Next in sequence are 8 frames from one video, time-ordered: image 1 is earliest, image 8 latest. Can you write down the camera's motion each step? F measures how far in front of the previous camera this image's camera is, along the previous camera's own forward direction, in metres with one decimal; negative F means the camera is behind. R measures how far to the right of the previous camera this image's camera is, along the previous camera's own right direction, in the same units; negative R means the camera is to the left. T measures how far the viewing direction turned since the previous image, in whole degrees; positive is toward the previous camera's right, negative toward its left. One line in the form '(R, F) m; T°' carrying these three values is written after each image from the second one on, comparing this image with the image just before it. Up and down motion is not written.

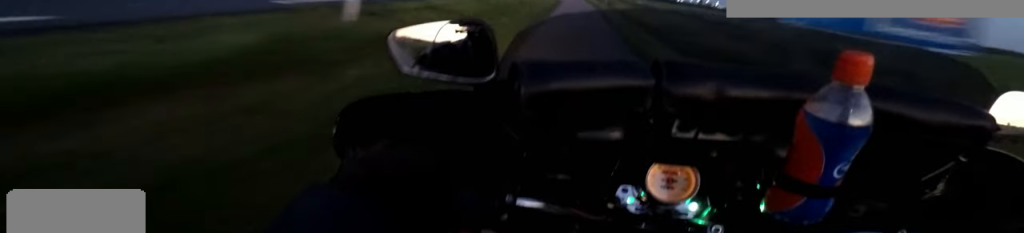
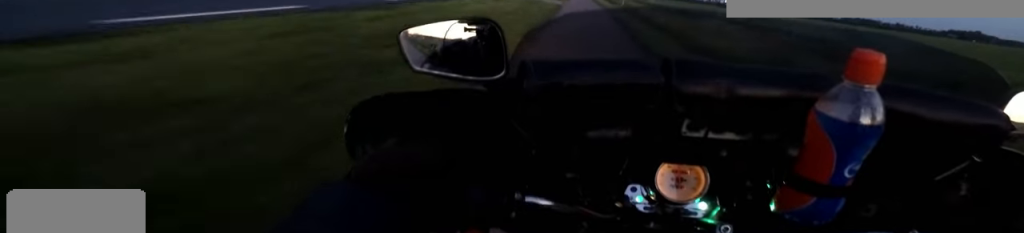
(+0.1, +8.8) m; 0°
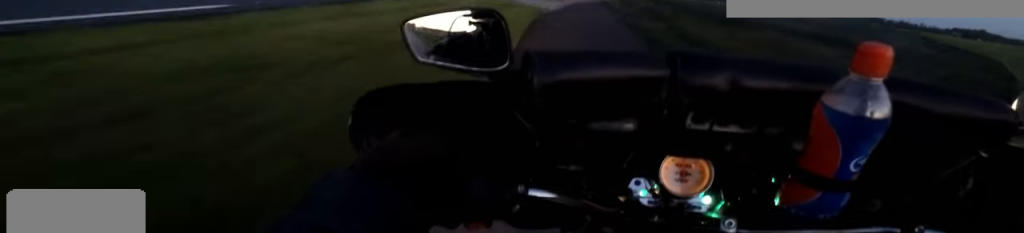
(+0.3, +7.6) m; +1°
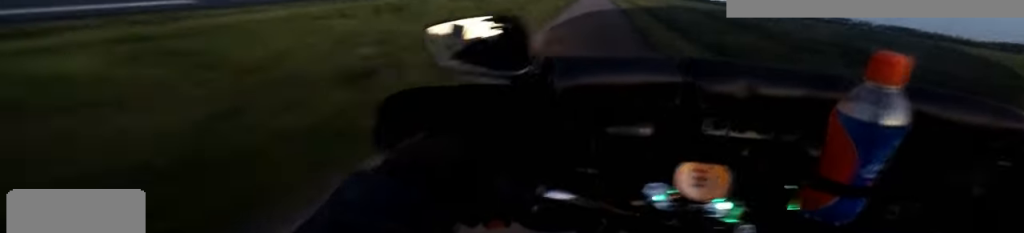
(0.0, +25.2) m; -2°
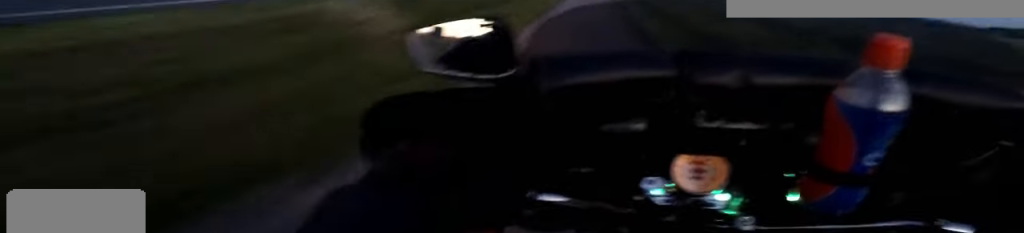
(-0.5, +12.5) m; 0°
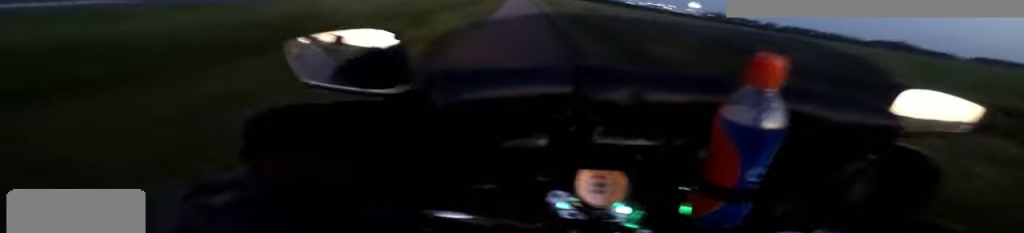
(-0.2, +6.2) m; +1°
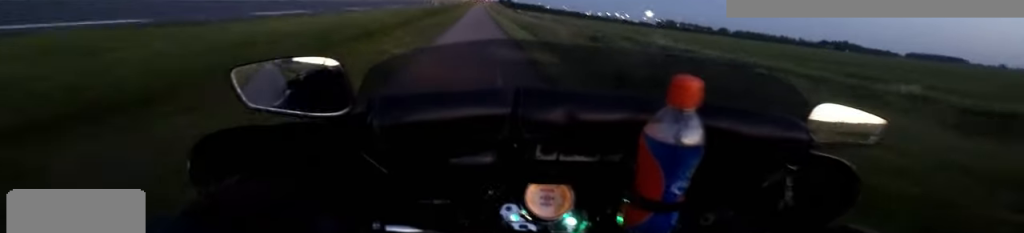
(+0.6, +10.8) m; +3°
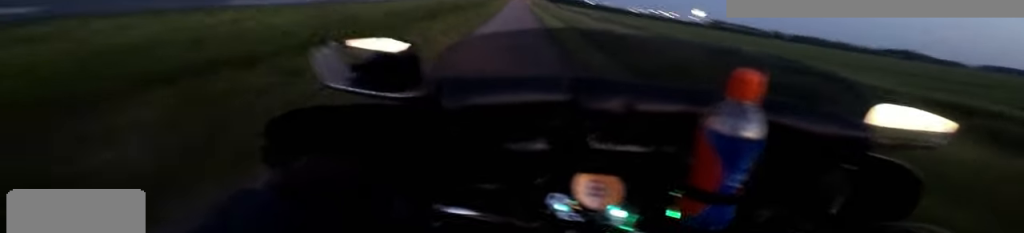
(0.0, +8.7) m; -1°
